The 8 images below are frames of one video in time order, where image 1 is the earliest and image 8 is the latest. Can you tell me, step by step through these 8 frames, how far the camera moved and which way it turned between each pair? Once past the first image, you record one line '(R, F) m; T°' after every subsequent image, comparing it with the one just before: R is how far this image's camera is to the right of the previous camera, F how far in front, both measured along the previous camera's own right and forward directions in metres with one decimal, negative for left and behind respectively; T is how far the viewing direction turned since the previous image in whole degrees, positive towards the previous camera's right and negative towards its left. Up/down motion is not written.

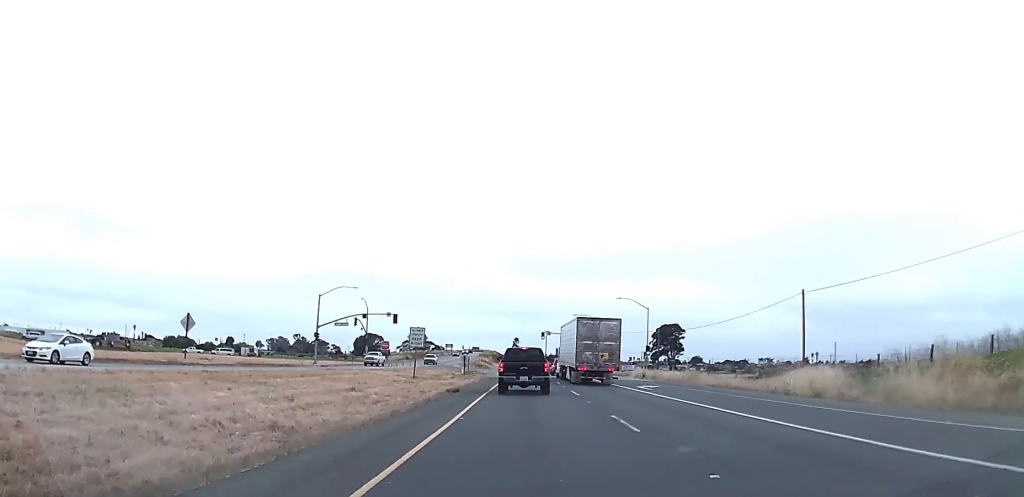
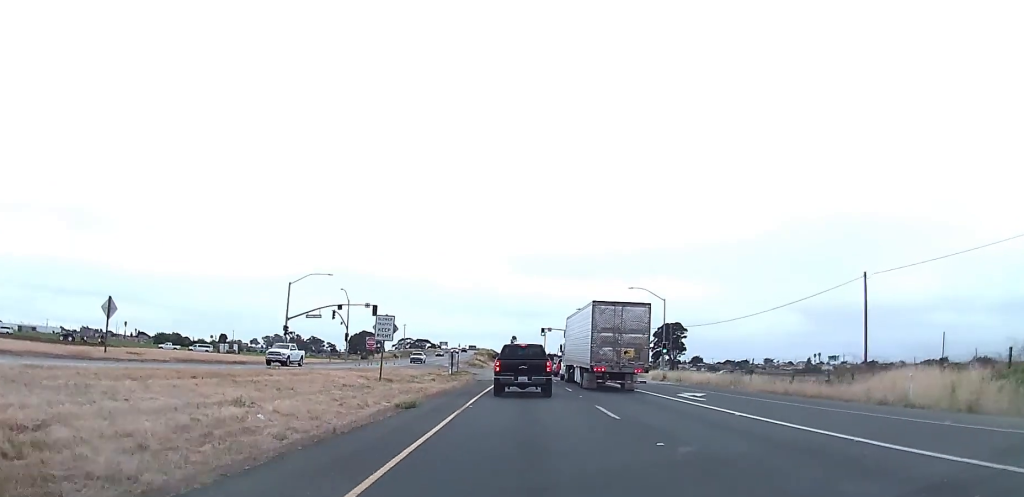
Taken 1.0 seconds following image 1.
(+0.2, +11.9) m; -1°
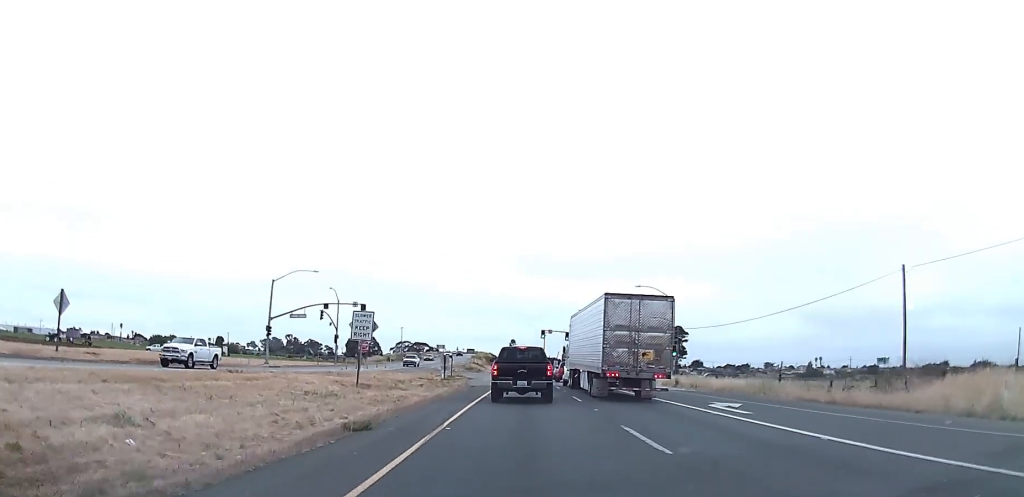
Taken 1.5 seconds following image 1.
(+0.1, +5.7) m; -1°
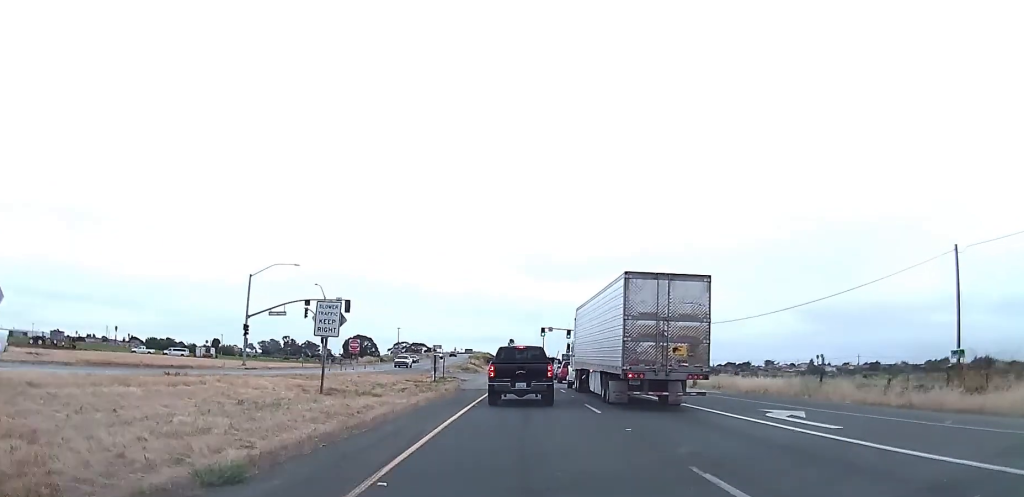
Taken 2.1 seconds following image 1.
(-0.4, +6.2) m; +1°
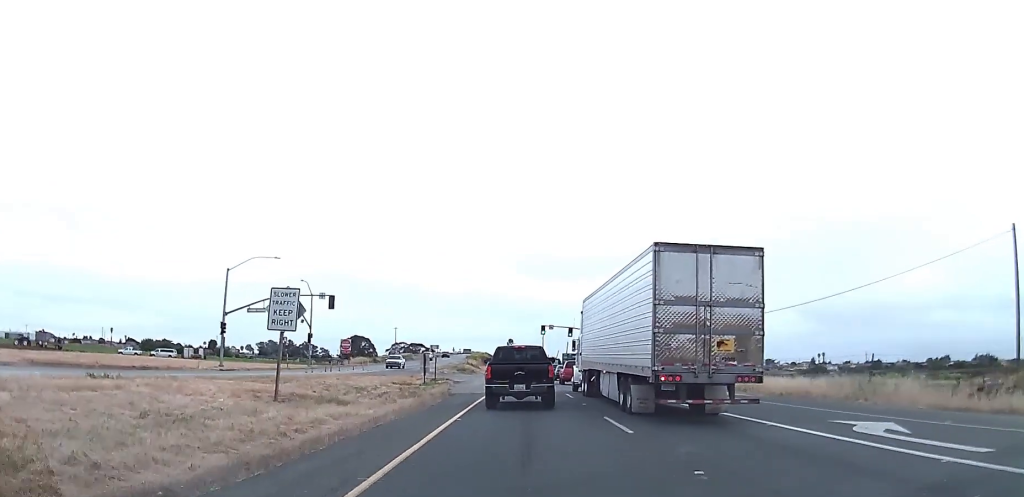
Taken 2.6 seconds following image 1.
(+0.1, +5.6) m; +1°
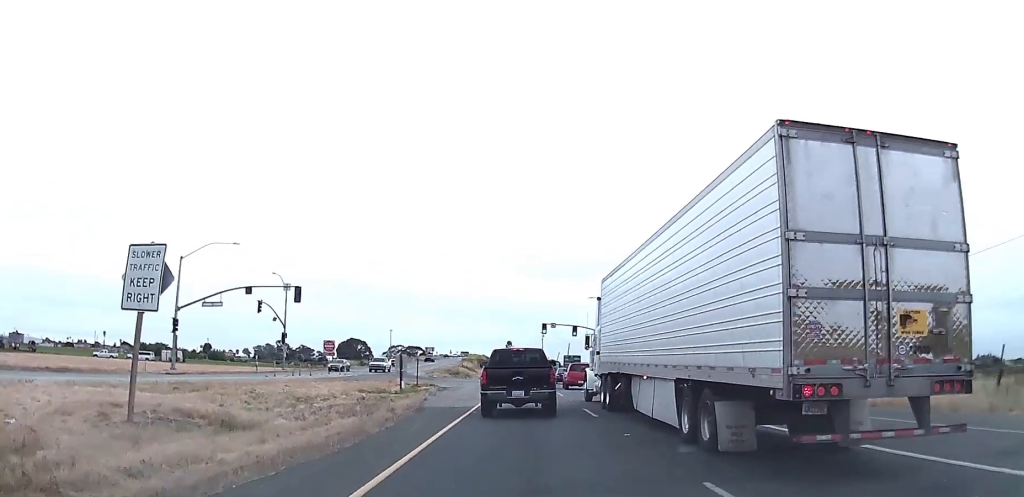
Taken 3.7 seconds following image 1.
(+0.5, +9.6) m; 0°
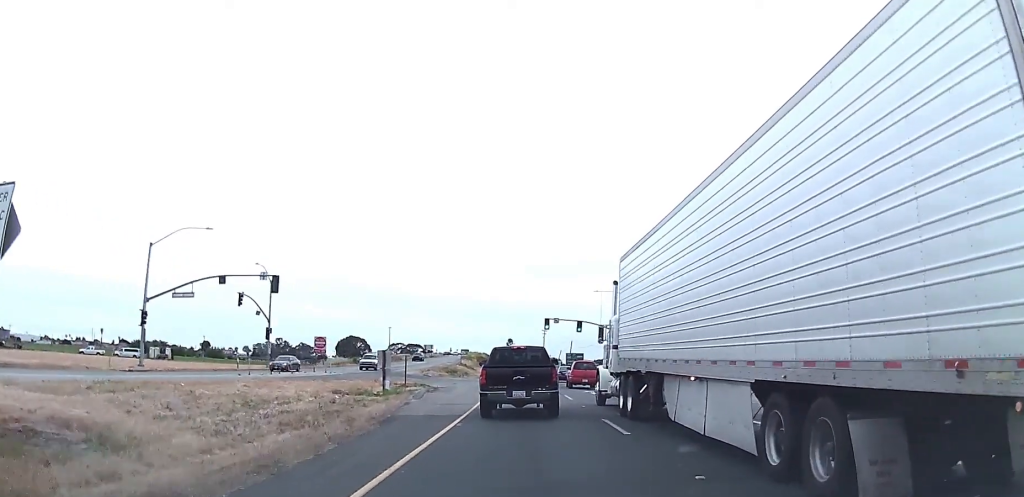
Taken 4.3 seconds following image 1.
(-0.2, +5.4) m; -3°
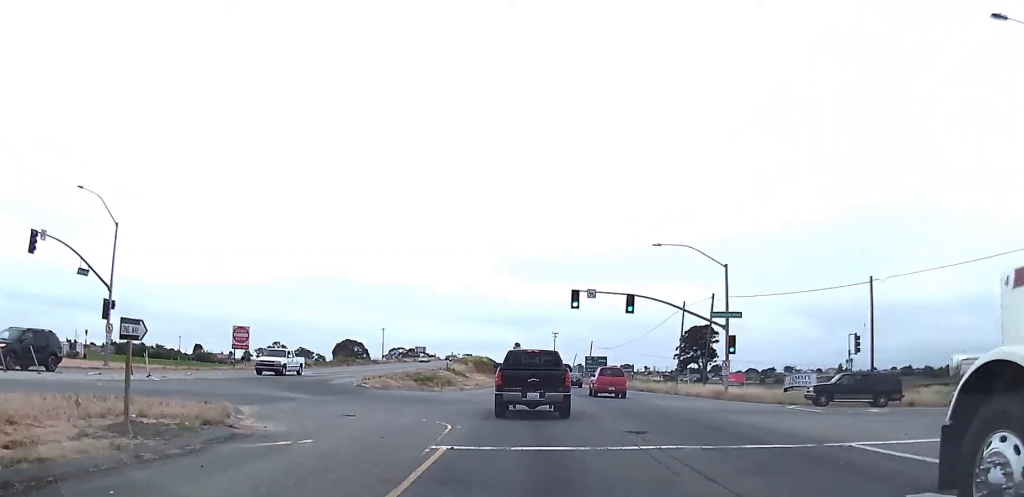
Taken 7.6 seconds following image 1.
(0.0, +31.7) m; 0°
